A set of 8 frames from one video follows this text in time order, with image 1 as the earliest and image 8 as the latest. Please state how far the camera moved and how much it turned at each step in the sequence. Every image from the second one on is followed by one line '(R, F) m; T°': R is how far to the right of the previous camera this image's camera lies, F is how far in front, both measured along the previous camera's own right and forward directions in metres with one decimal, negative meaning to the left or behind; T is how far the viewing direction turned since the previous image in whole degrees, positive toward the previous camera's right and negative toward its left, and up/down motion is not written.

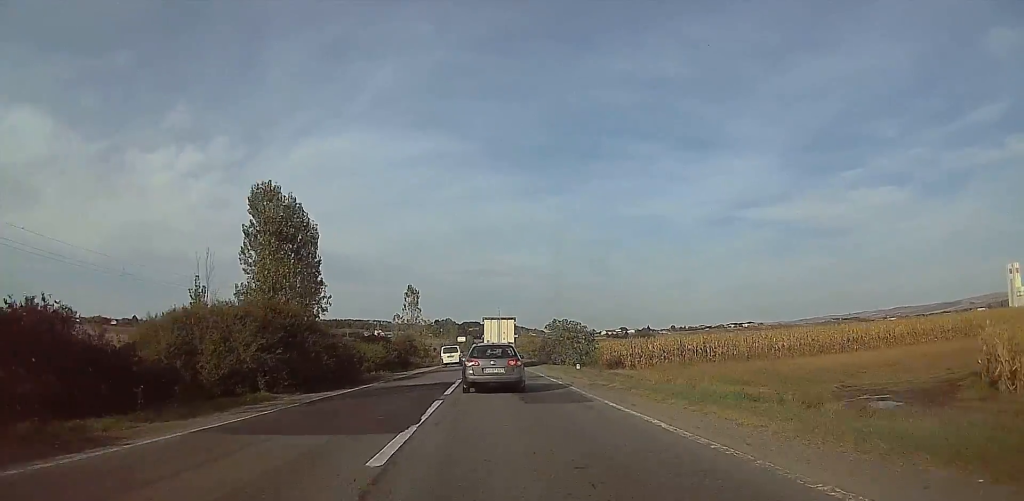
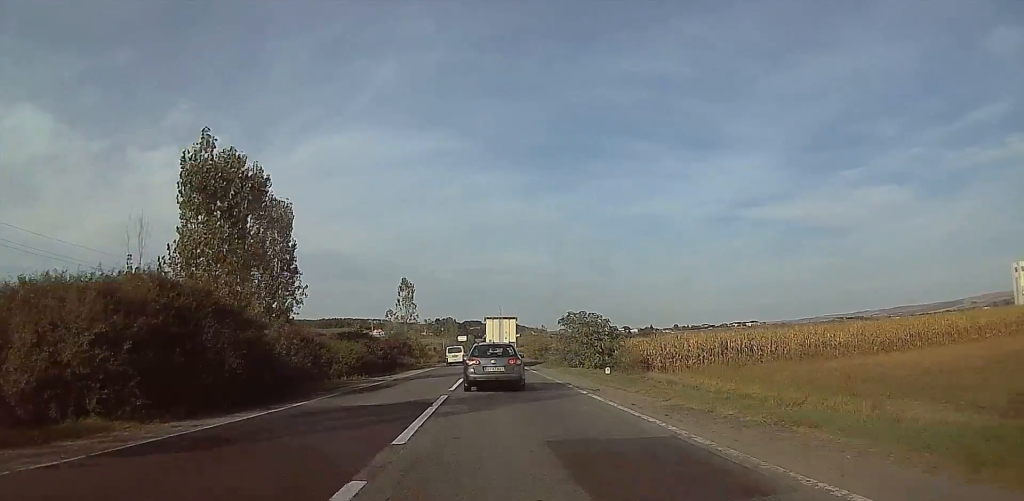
(+0.2, +10.1) m; -1°
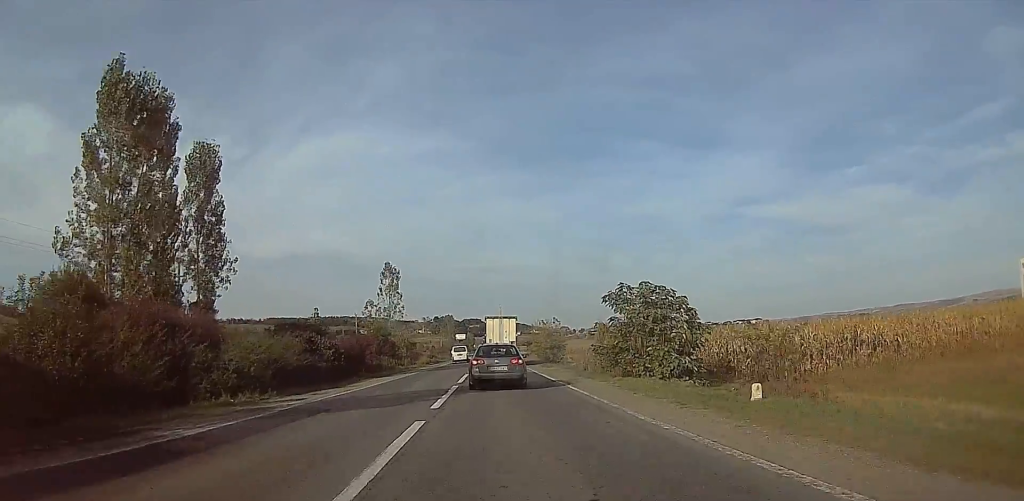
(-0.7, +18.0) m; 0°
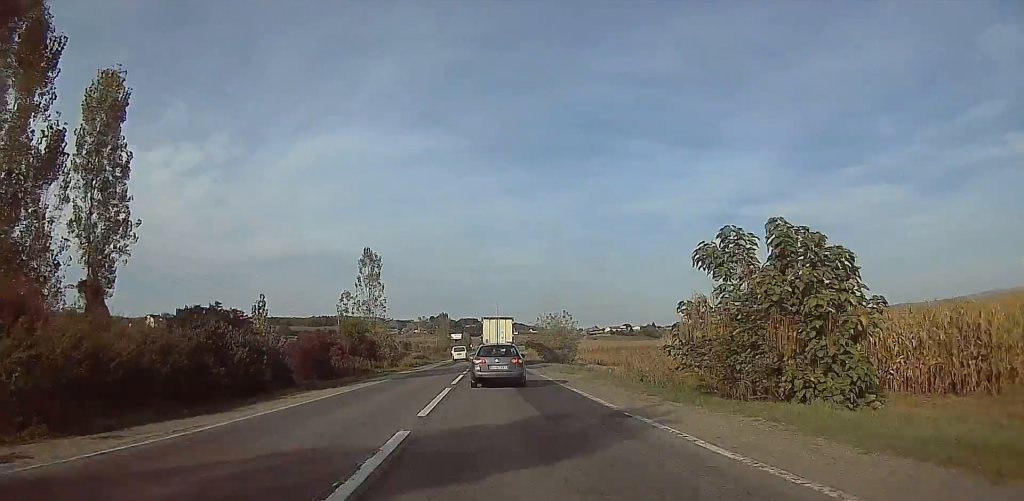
(+0.2, +13.4) m; +1°
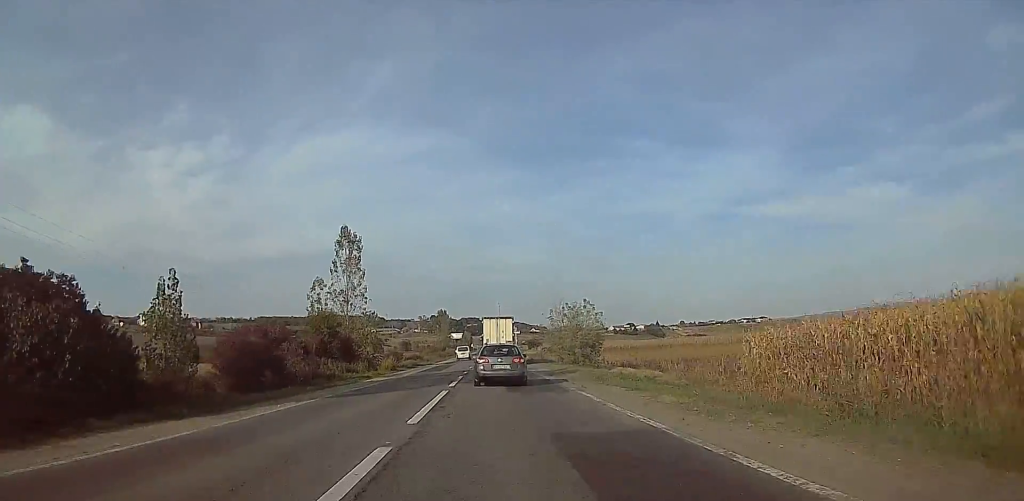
(+0.4, +13.4) m; +1°
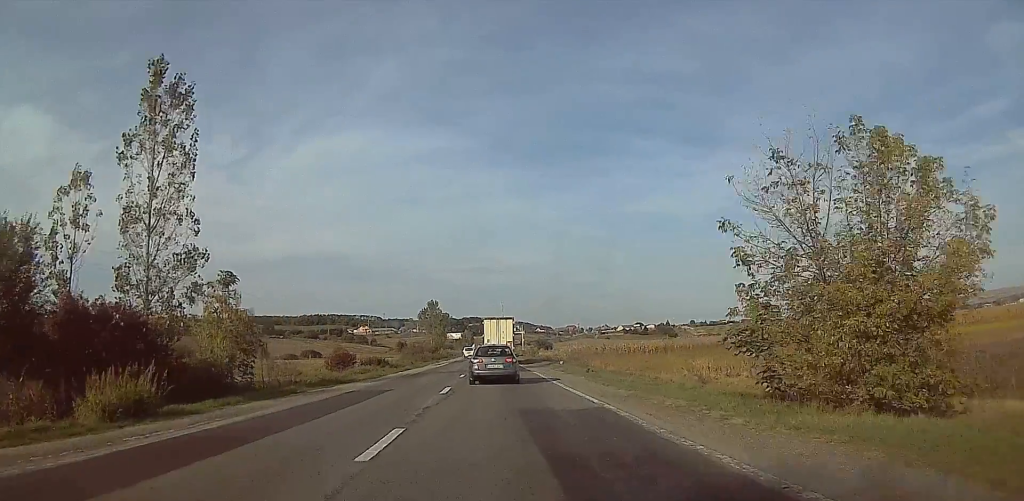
(-0.8, +40.1) m; -1°
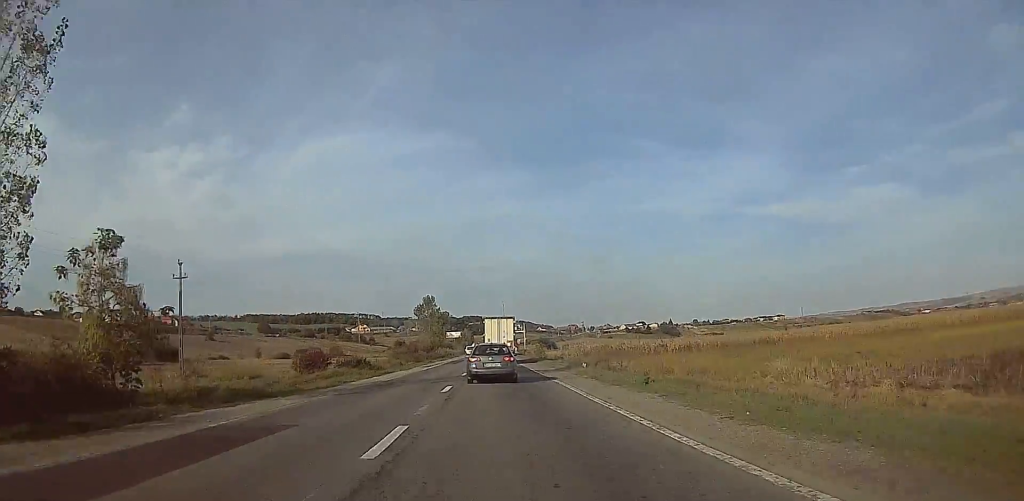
(+0.1, +11.4) m; 0°
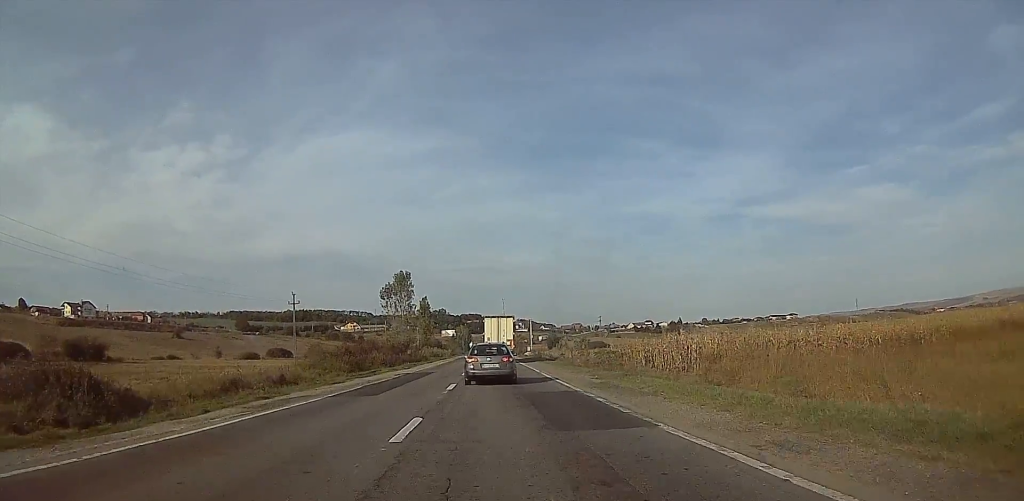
(+0.1, +44.9) m; 0°
